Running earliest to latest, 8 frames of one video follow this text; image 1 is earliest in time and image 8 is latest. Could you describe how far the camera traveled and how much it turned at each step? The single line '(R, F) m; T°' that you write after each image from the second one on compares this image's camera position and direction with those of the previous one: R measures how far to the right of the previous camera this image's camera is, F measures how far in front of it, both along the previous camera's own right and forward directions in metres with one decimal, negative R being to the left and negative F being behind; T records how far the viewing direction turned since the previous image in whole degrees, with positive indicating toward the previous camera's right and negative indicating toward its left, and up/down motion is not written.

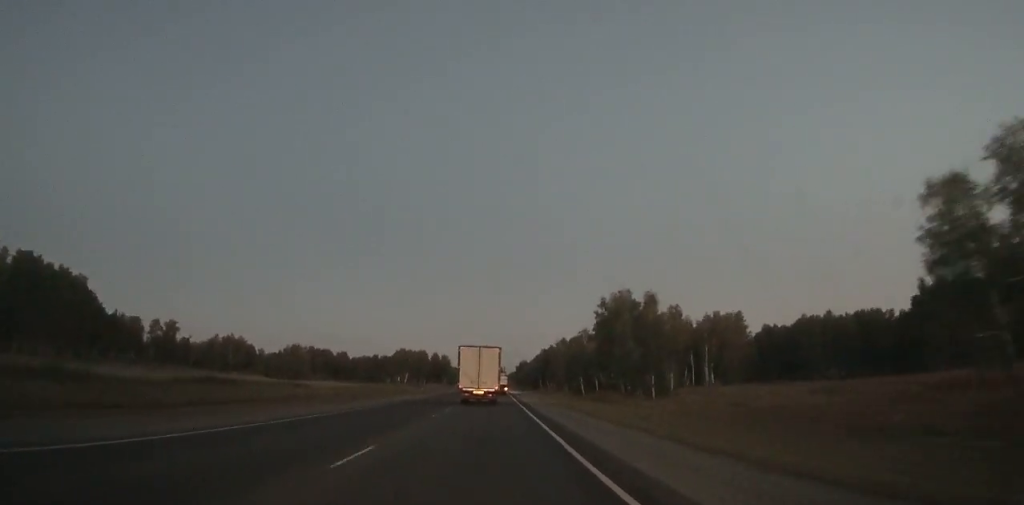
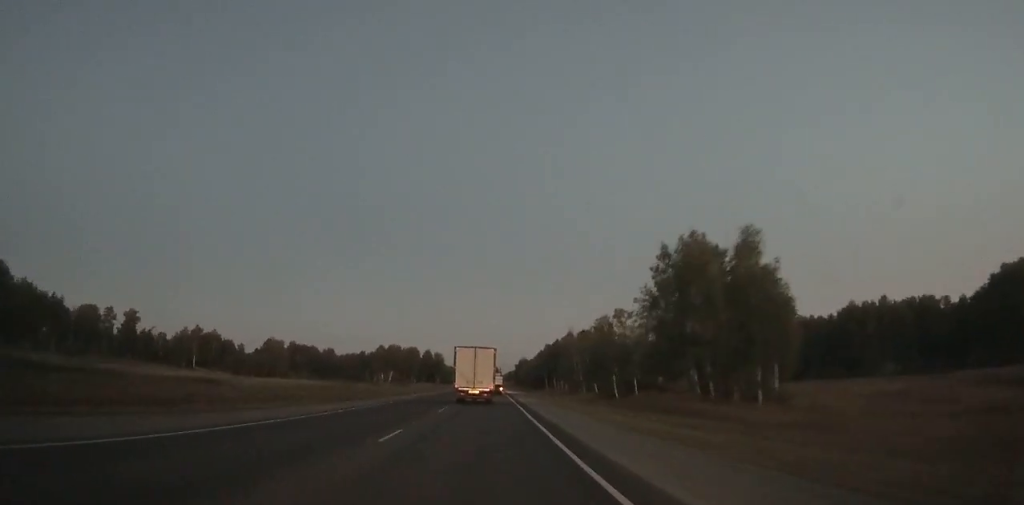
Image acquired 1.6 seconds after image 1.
(0.0, +33.0) m; 0°
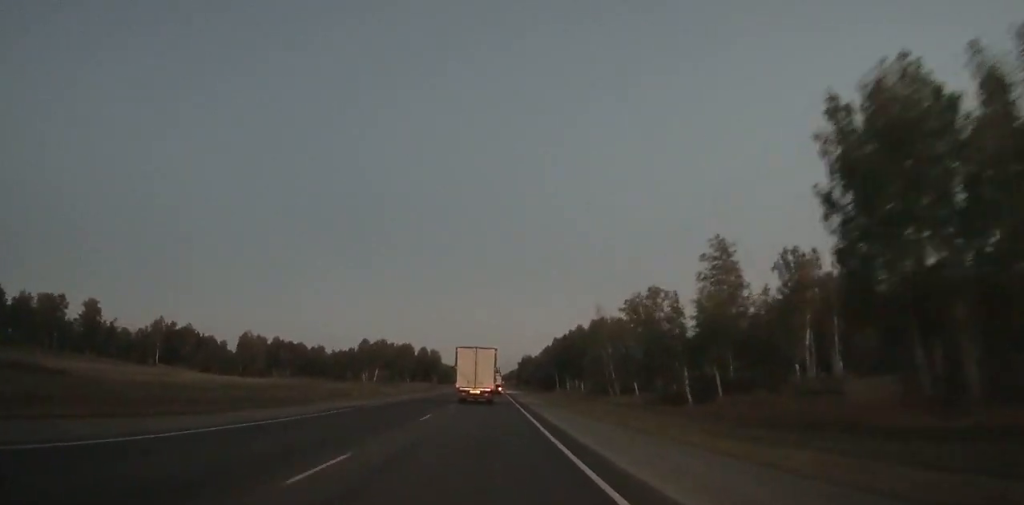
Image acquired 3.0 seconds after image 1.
(0.0, +29.0) m; 0°
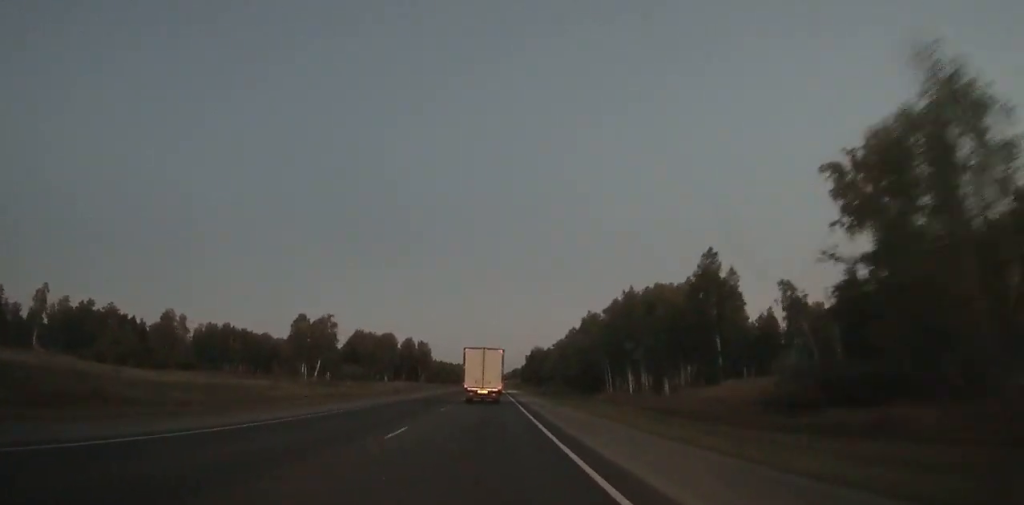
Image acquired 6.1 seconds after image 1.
(-0.2, +65.2) m; 0°
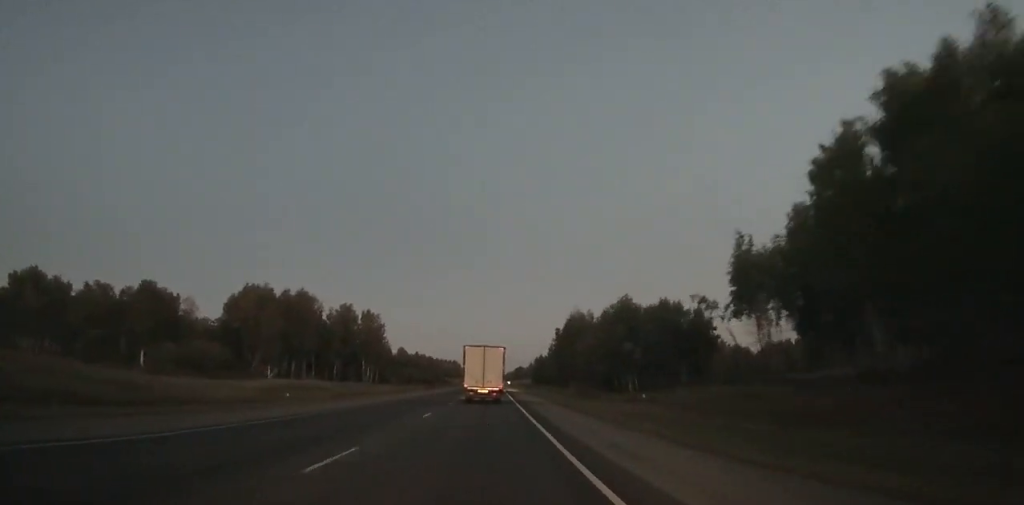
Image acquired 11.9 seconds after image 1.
(+0.4, +124.3) m; 0°
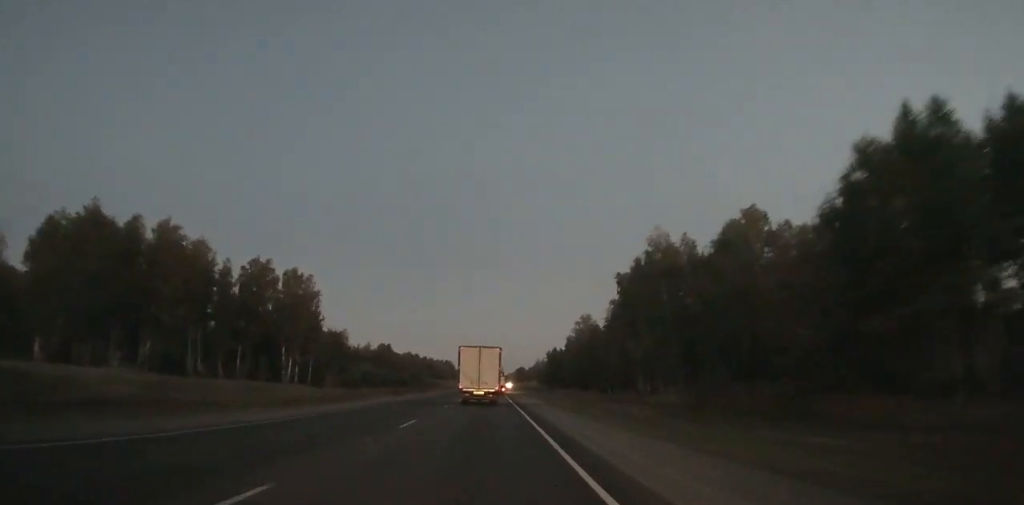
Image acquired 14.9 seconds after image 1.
(0.0, +64.6) m; 0°
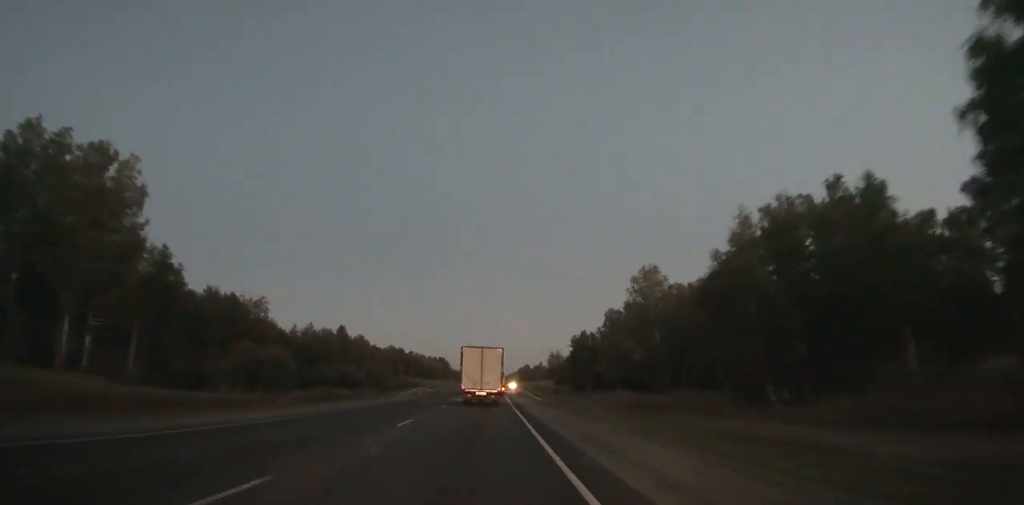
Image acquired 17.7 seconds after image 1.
(0.0, +59.8) m; 0°
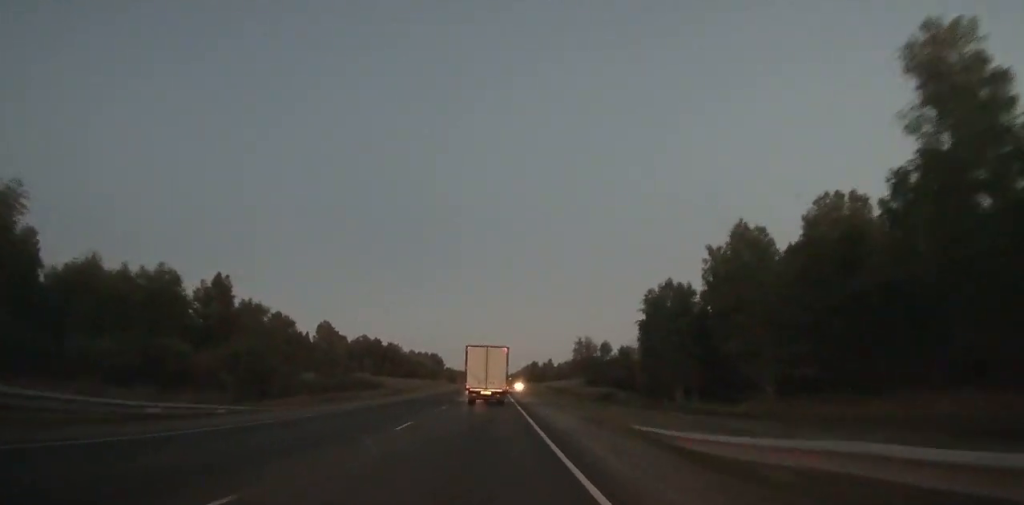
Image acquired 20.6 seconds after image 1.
(0.0, +61.2) m; 0°
